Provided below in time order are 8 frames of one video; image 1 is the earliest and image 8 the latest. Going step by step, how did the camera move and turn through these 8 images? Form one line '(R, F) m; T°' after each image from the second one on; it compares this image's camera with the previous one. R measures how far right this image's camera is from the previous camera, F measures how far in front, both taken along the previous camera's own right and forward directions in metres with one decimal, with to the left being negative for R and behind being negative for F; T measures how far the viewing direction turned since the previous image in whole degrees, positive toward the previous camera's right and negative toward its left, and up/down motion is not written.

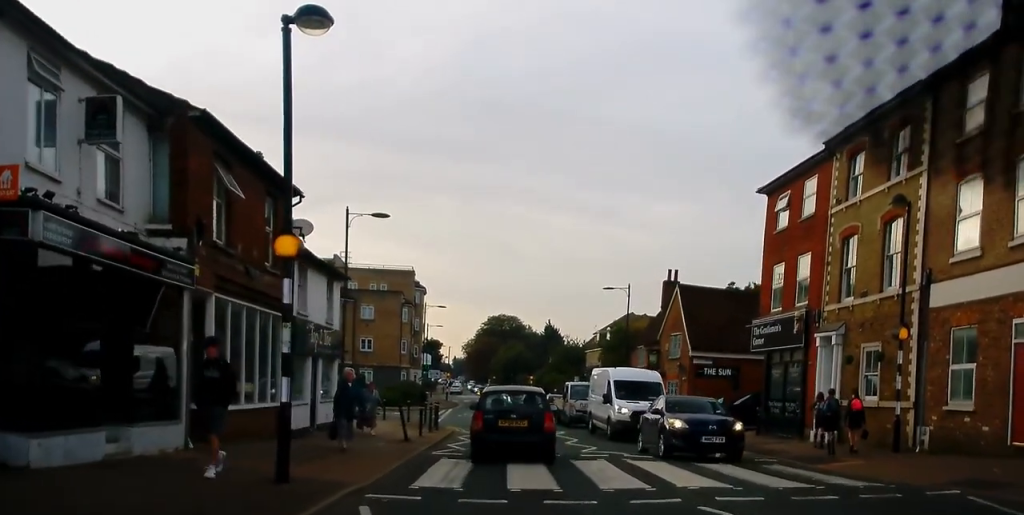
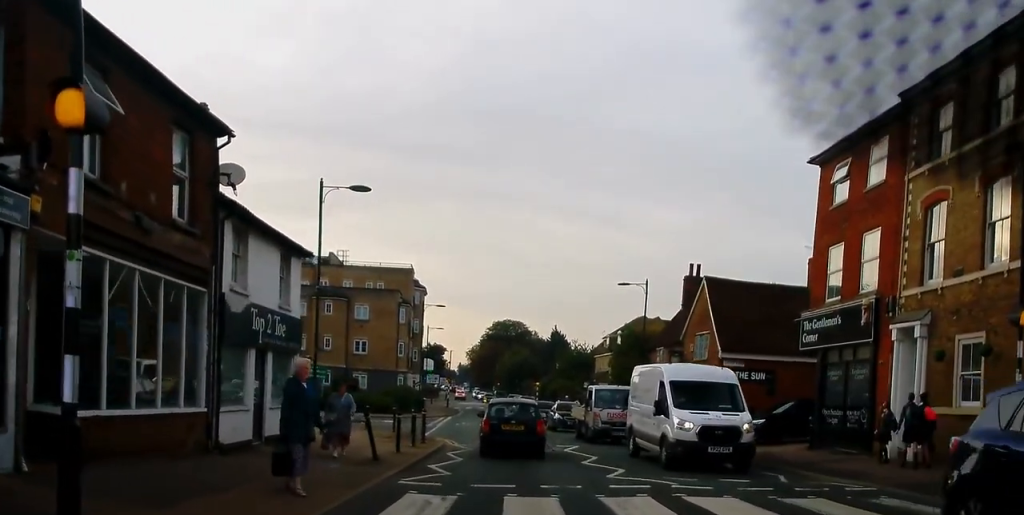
(-0.4, +5.0) m; -5°
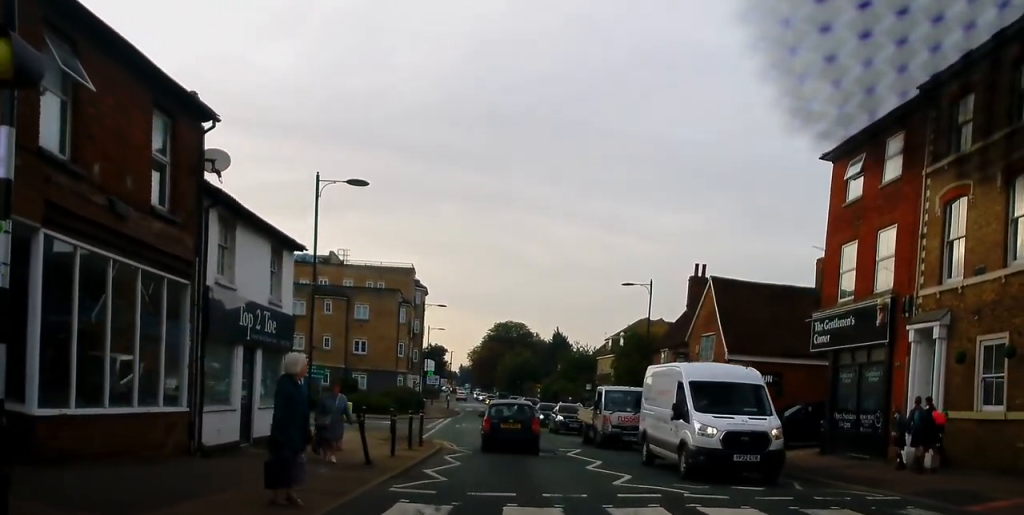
(+0.1, +0.8) m; 0°
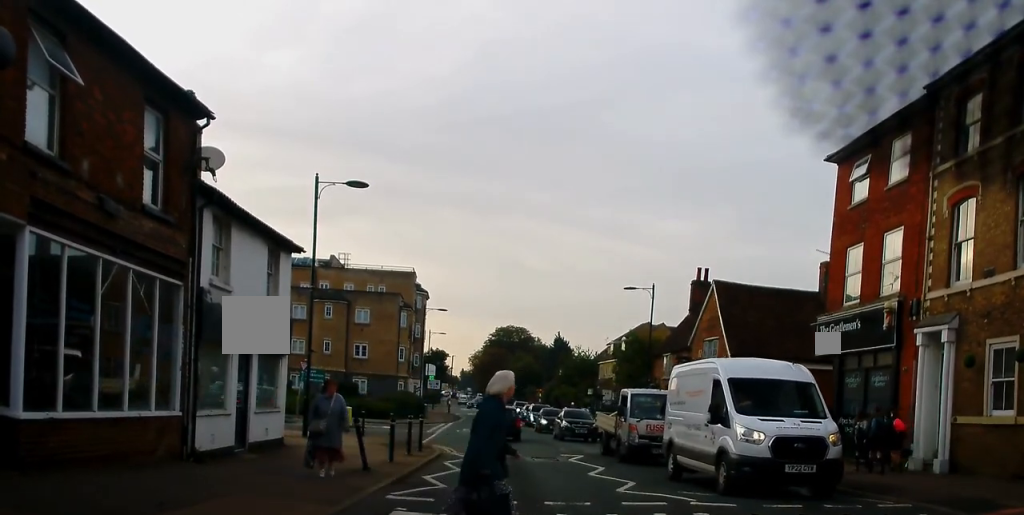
(+0.1, +0.8) m; 0°
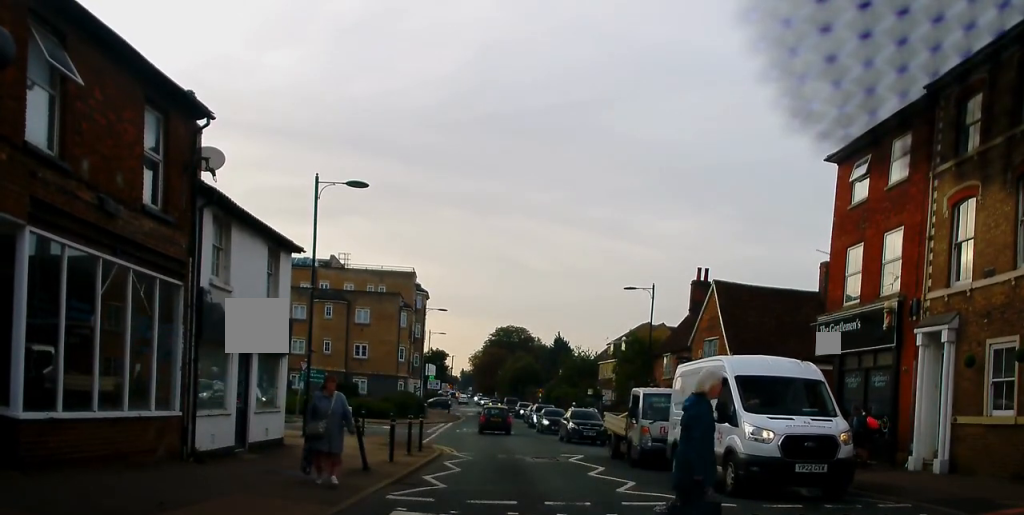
(0.0, 0.0) m; 0°
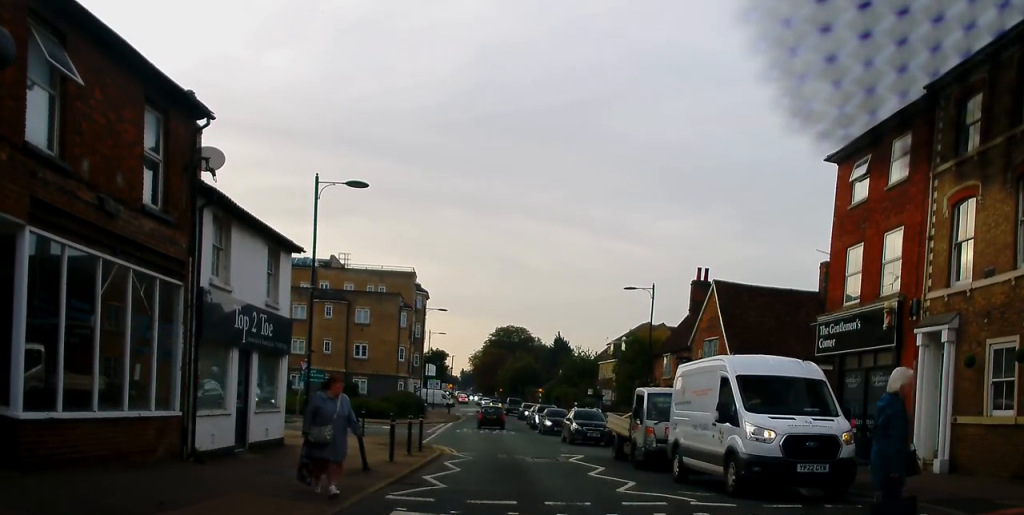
(0.0, 0.0) m; 0°
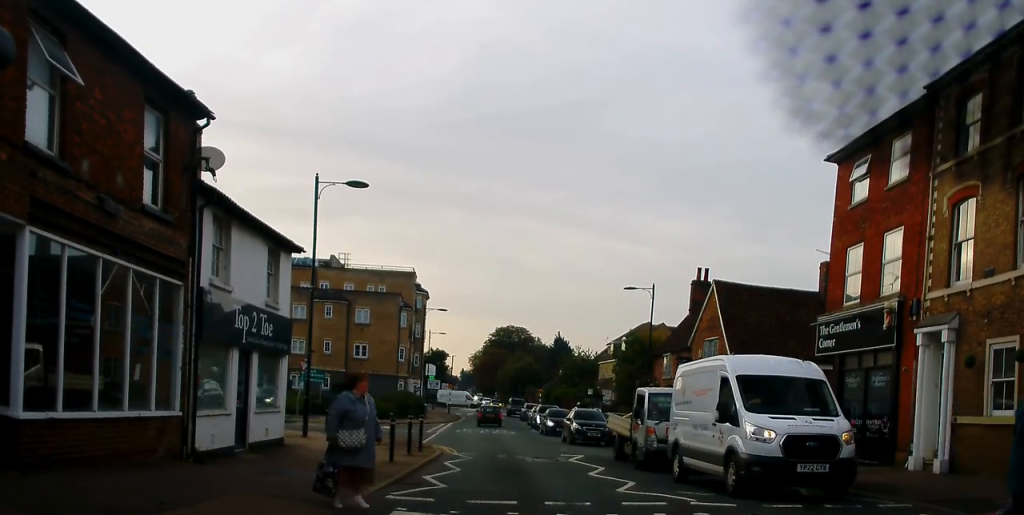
(0.0, 0.0) m; 0°
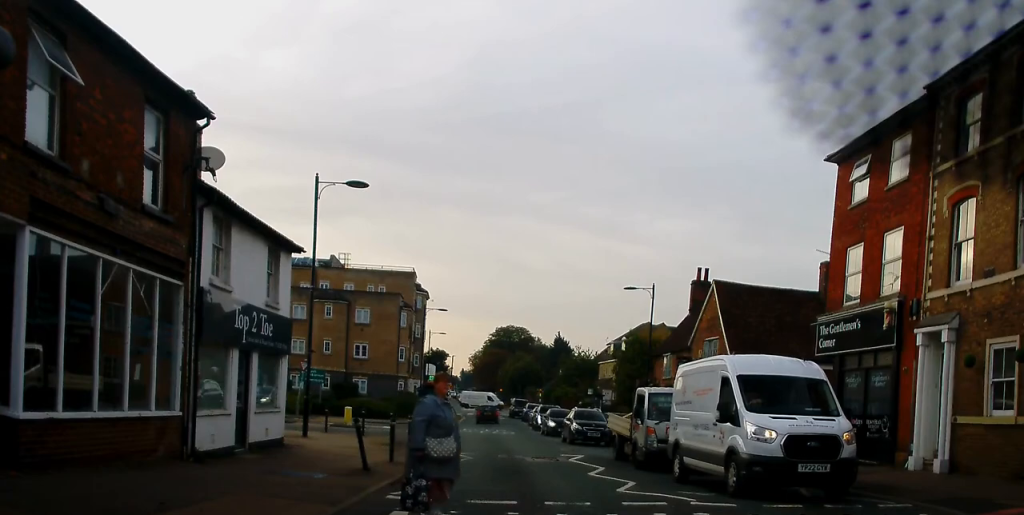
(0.0, 0.0) m; 0°
